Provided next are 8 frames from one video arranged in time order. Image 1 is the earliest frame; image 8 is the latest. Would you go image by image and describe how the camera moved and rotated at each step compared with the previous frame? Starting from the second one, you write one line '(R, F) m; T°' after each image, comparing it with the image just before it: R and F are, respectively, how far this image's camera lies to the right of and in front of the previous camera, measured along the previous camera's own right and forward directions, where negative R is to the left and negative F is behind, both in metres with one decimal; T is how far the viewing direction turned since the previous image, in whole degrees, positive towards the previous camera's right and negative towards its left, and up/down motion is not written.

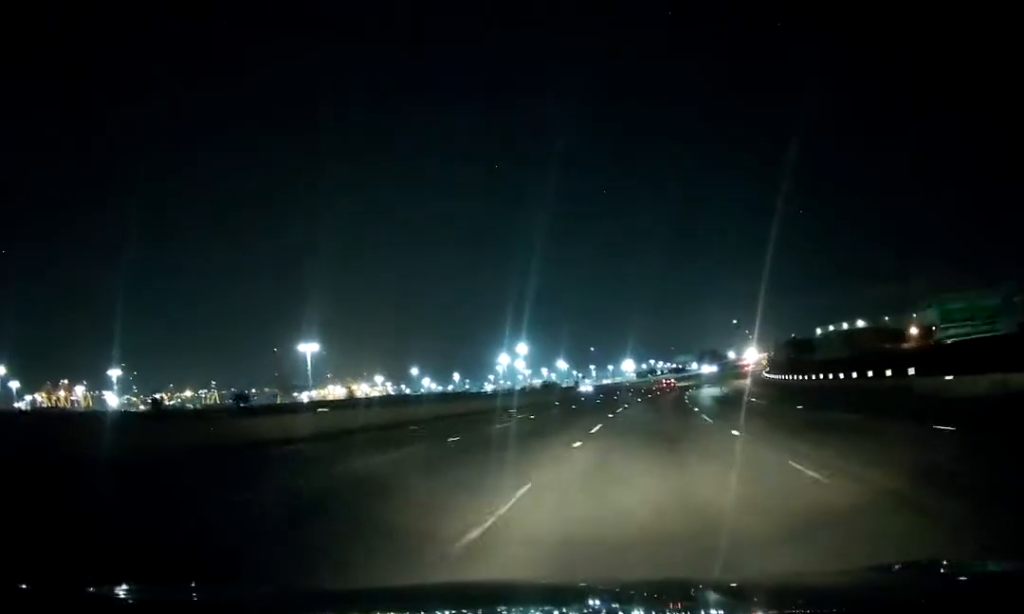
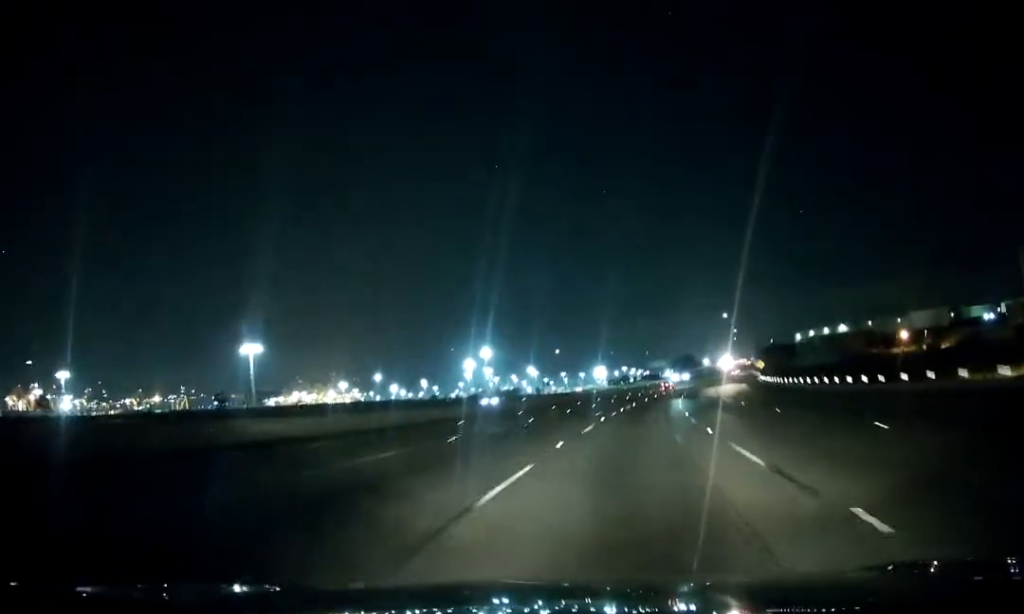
(+0.1, +27.6) m; +2°
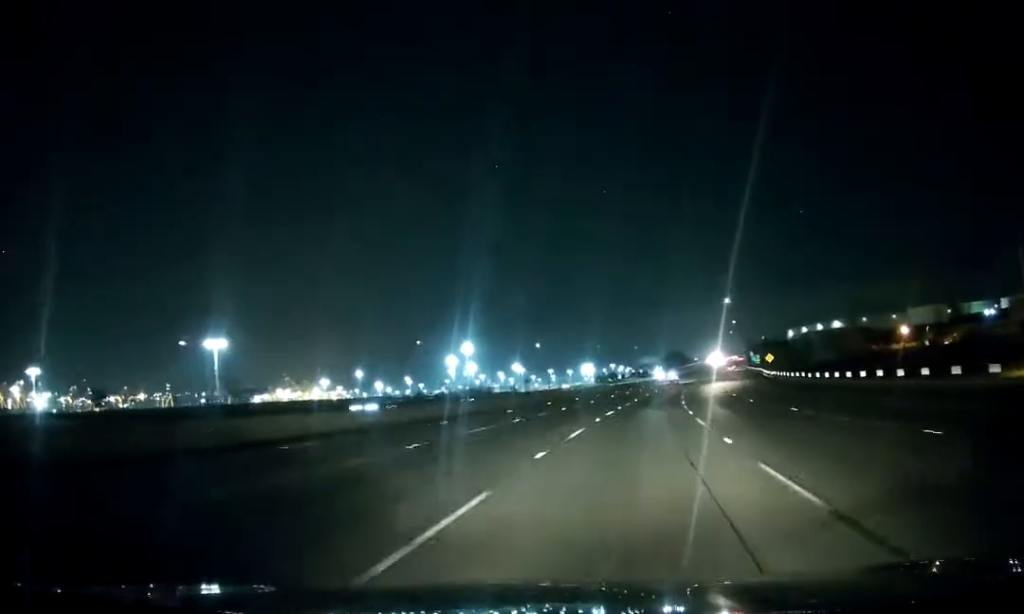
(+0.4, +17.8) m; +1°
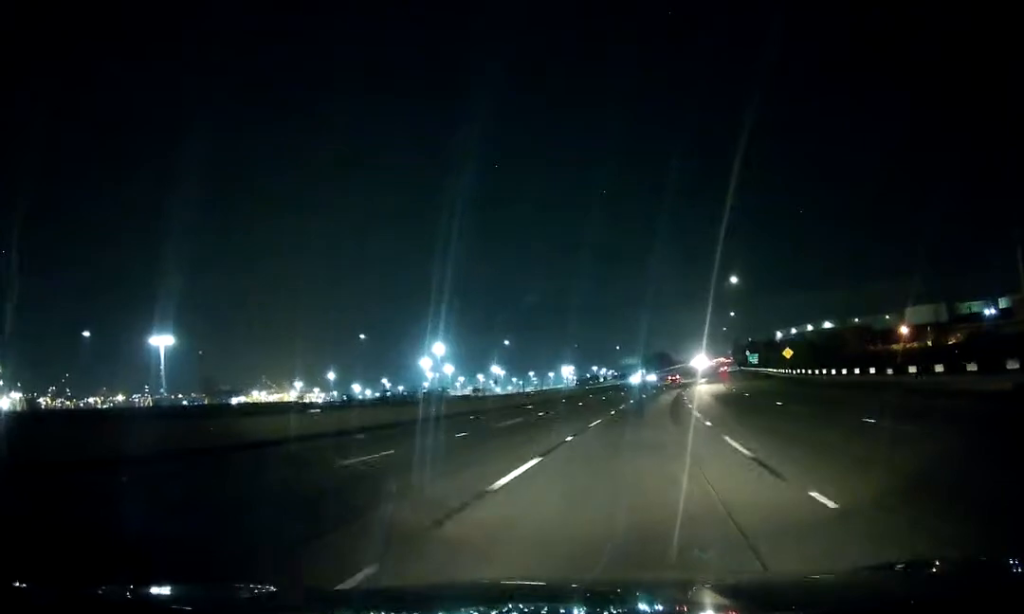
(+0.1, +24.8) m; +1°
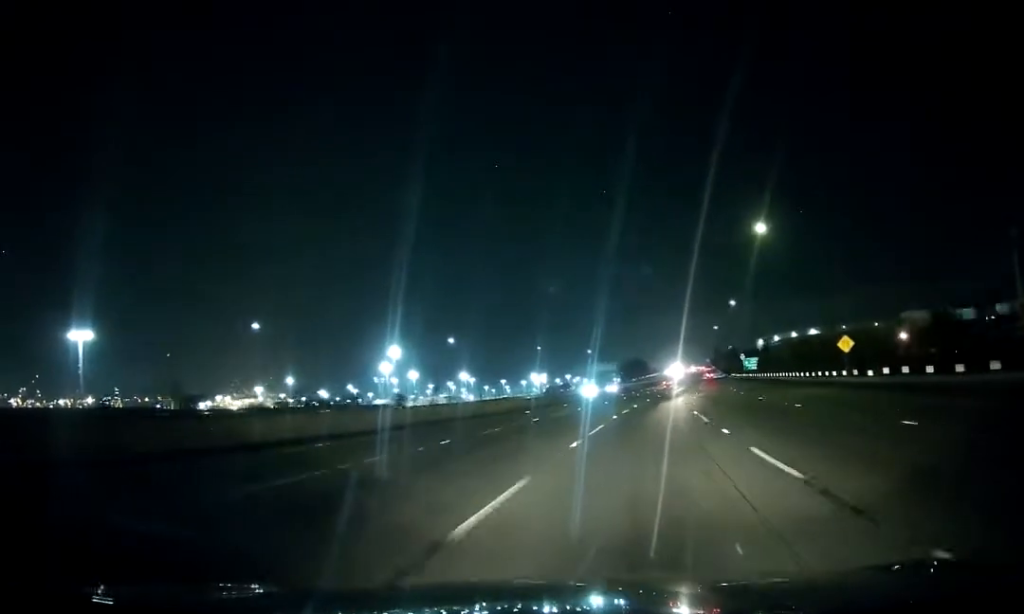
(+0.5, +32.8) m; +3°
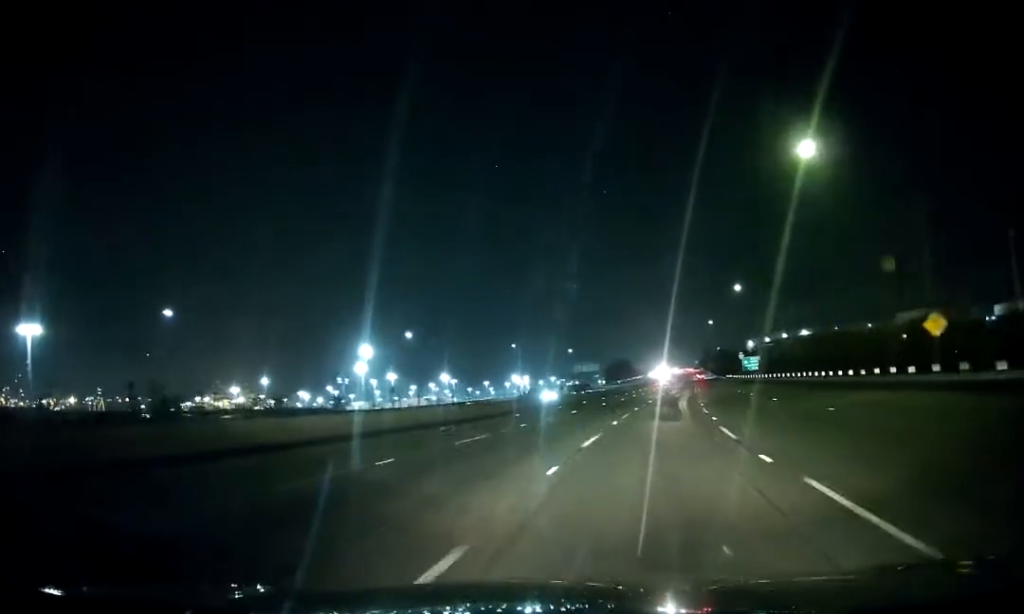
(+0.3, +18.9) m; +1°
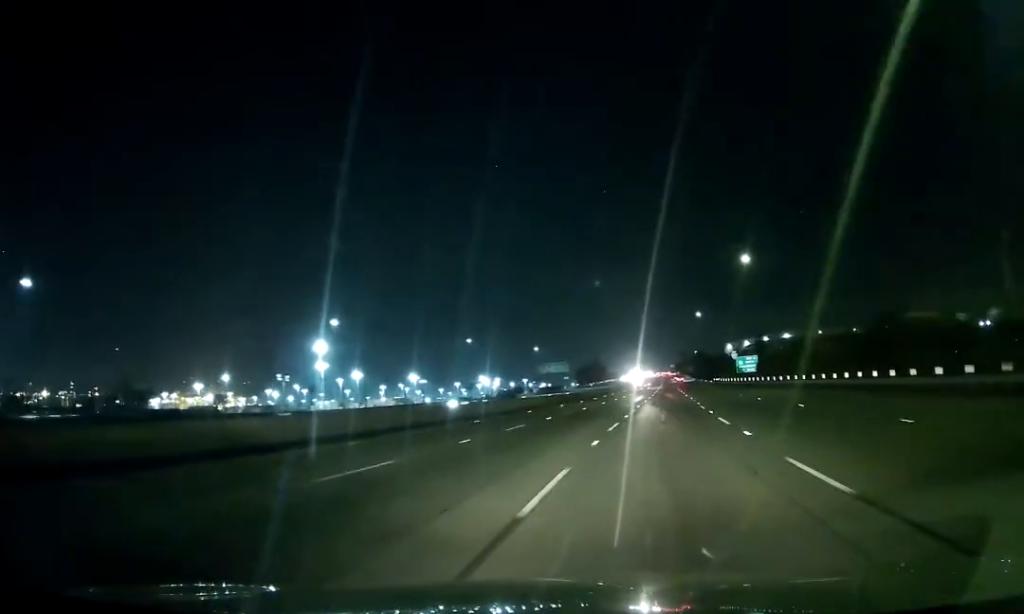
(+0.5, +23.9) m; +1°
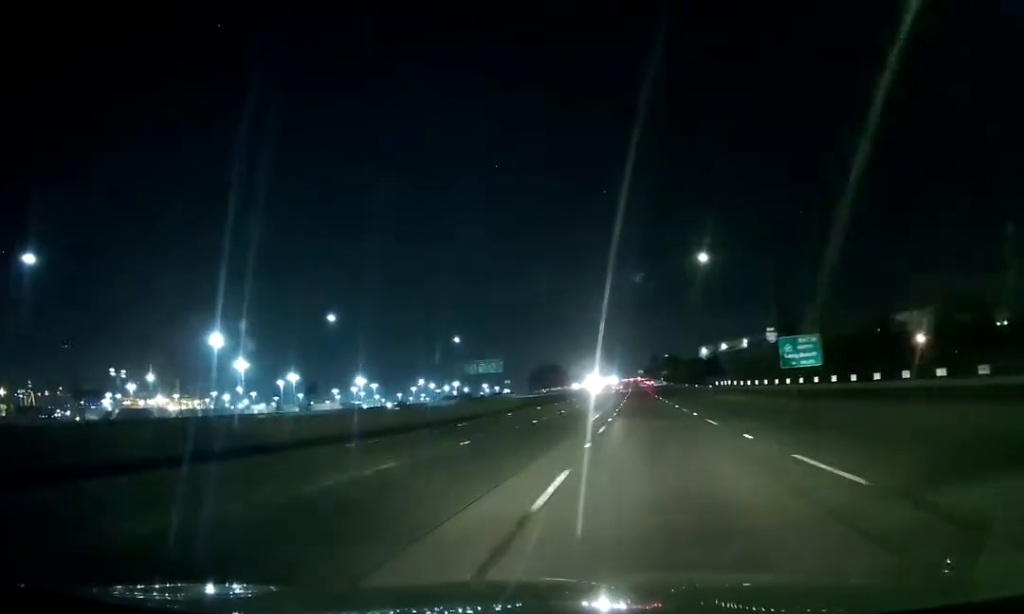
(+0.2, +58.8) m; +2°
